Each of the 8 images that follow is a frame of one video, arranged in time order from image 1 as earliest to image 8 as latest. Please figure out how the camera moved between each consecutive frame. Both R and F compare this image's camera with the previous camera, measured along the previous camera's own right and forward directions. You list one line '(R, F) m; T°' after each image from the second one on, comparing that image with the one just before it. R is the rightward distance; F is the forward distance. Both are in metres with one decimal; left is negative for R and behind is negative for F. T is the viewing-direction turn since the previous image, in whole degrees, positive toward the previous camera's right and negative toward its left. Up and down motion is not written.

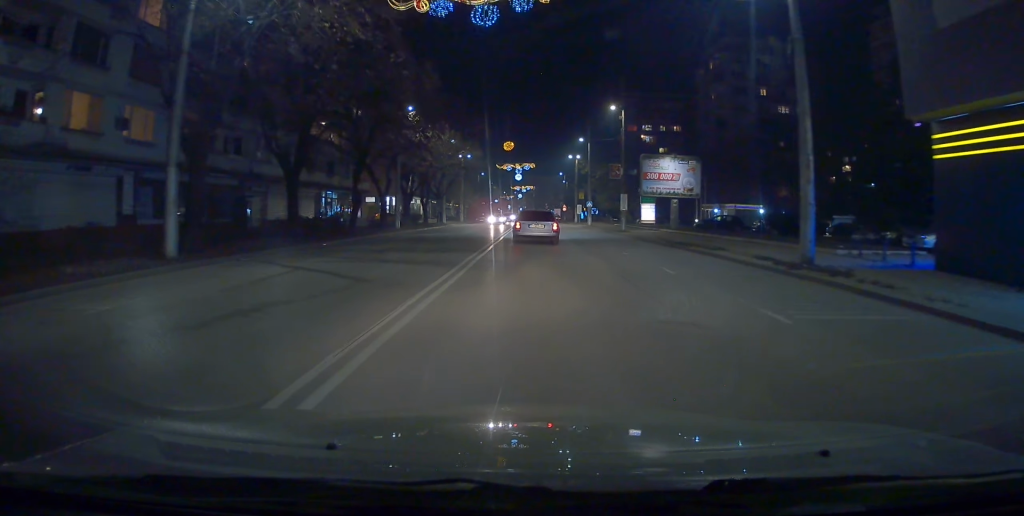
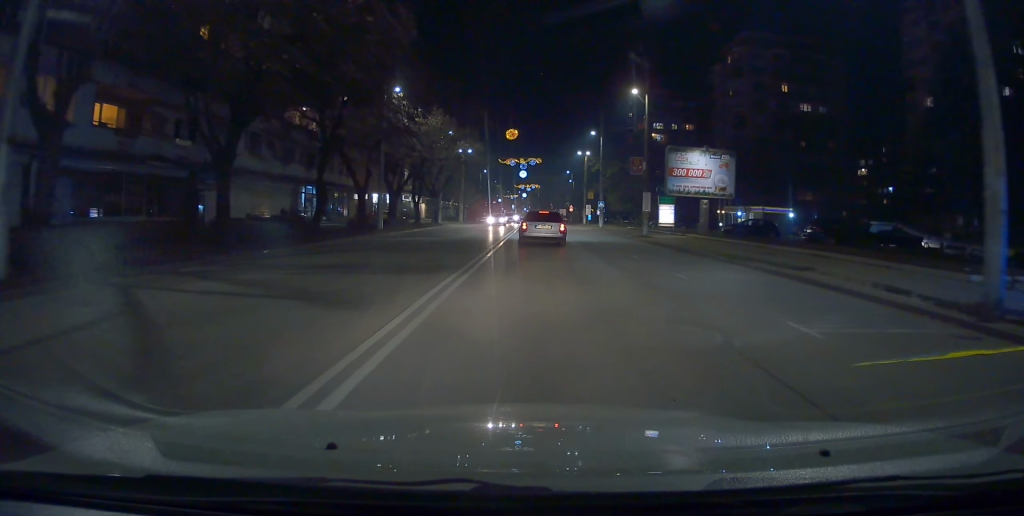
(-0.1, +6.6) m; -1°
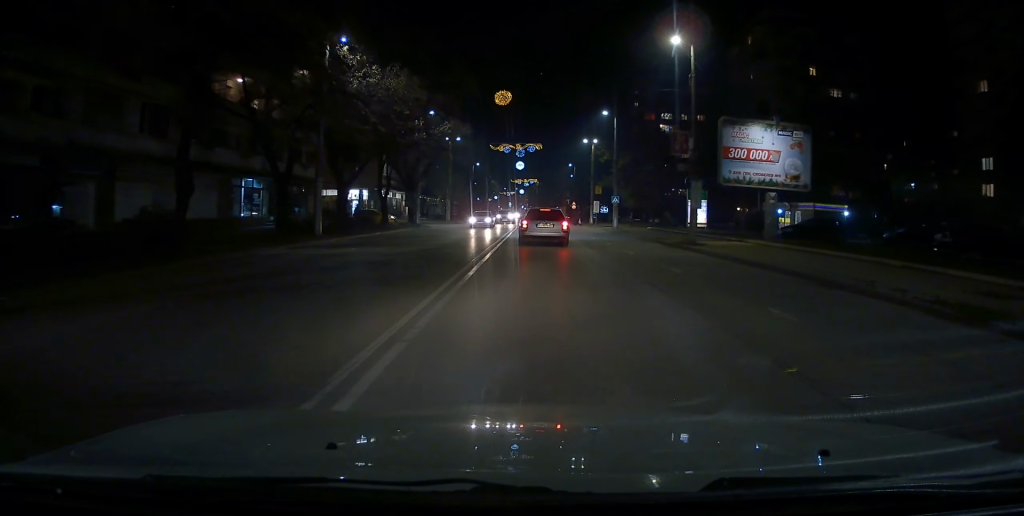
(0.0, +11.4) m; 0°
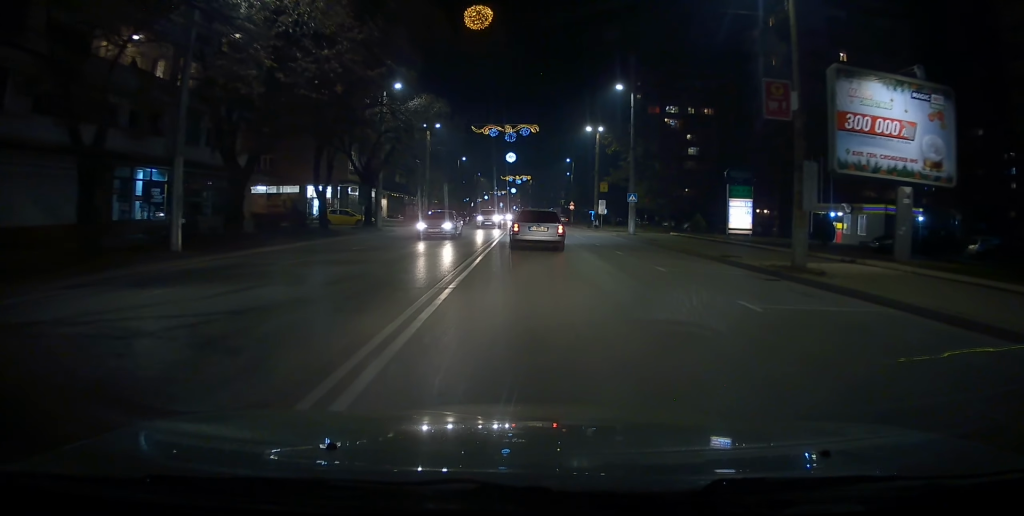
(0.0, +11.2) m; -3°
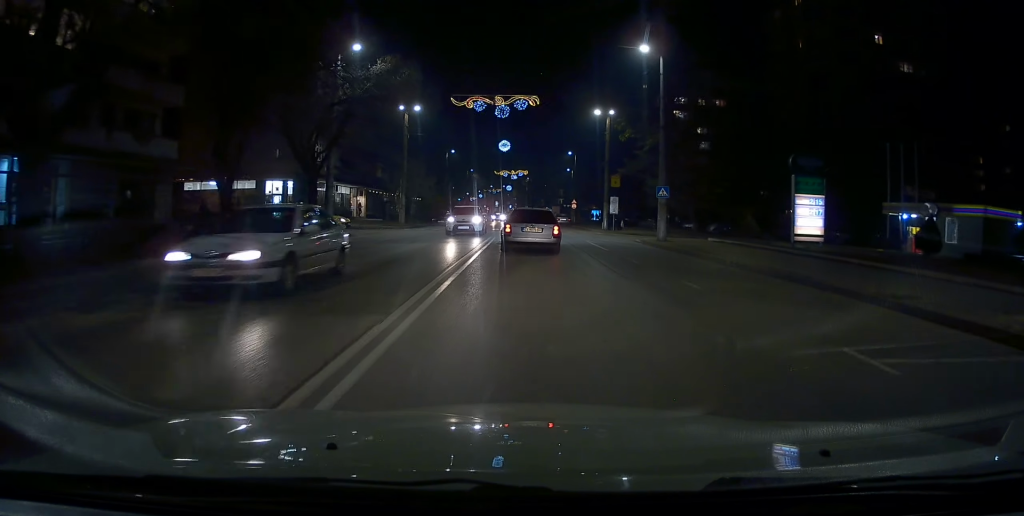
(-0.4, +9.4) m; -1°
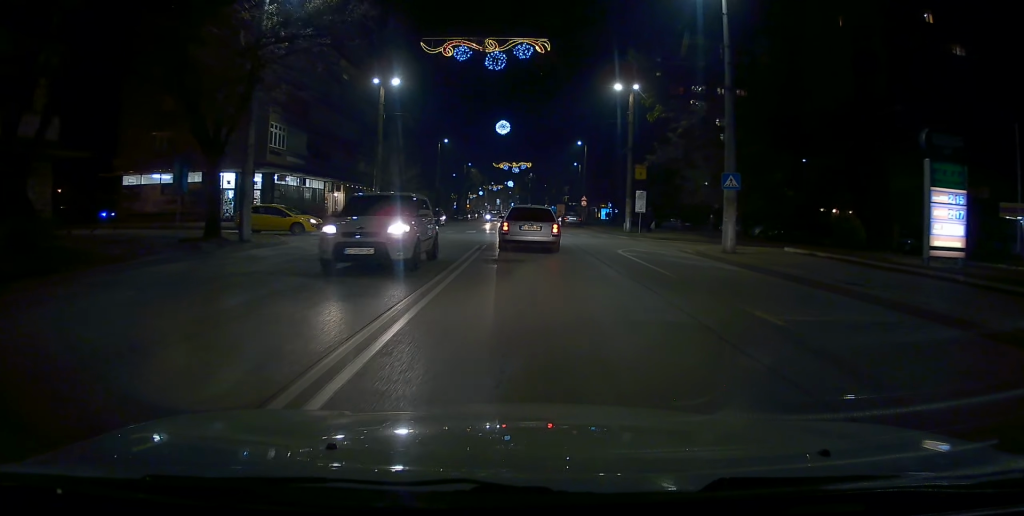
(+0.1, +9.7) m; 0°
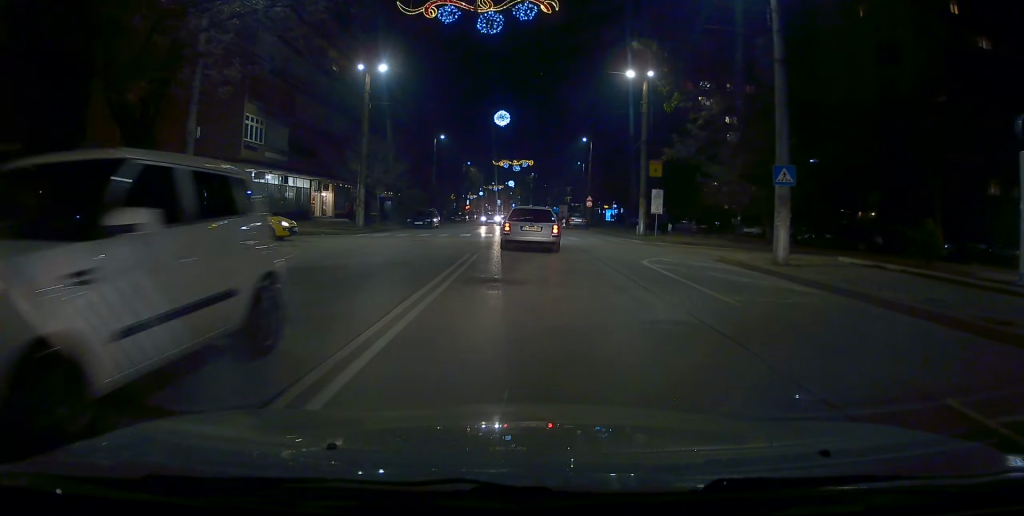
(-0.1, +4.3) m; 0°
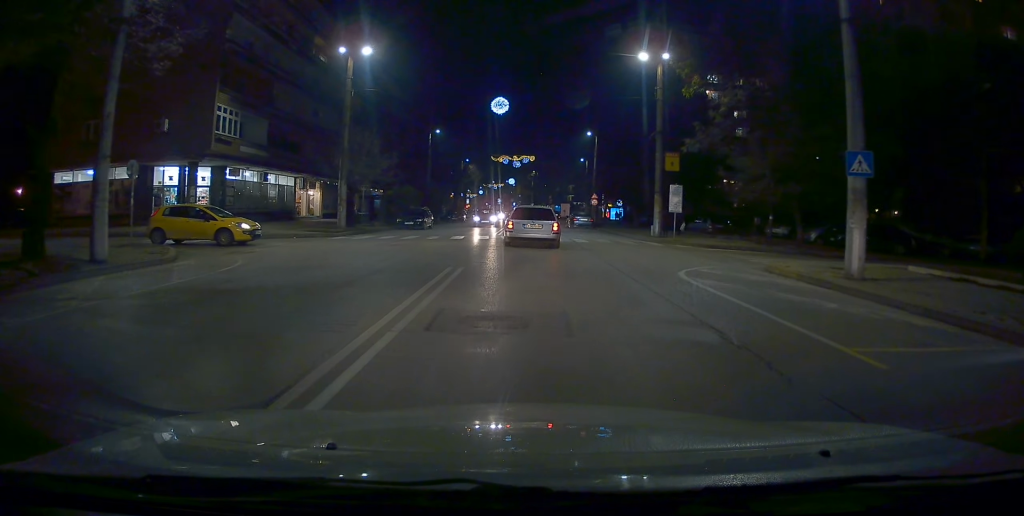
(+0.3, +4.1) m; 0°
